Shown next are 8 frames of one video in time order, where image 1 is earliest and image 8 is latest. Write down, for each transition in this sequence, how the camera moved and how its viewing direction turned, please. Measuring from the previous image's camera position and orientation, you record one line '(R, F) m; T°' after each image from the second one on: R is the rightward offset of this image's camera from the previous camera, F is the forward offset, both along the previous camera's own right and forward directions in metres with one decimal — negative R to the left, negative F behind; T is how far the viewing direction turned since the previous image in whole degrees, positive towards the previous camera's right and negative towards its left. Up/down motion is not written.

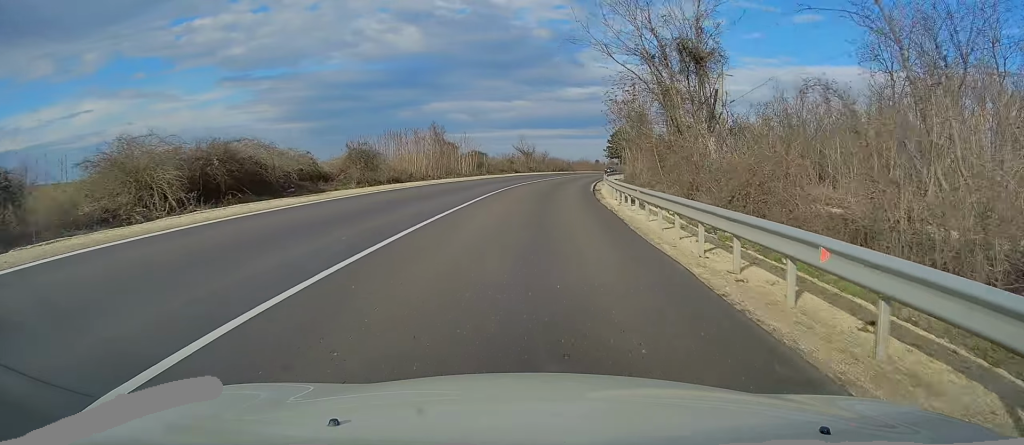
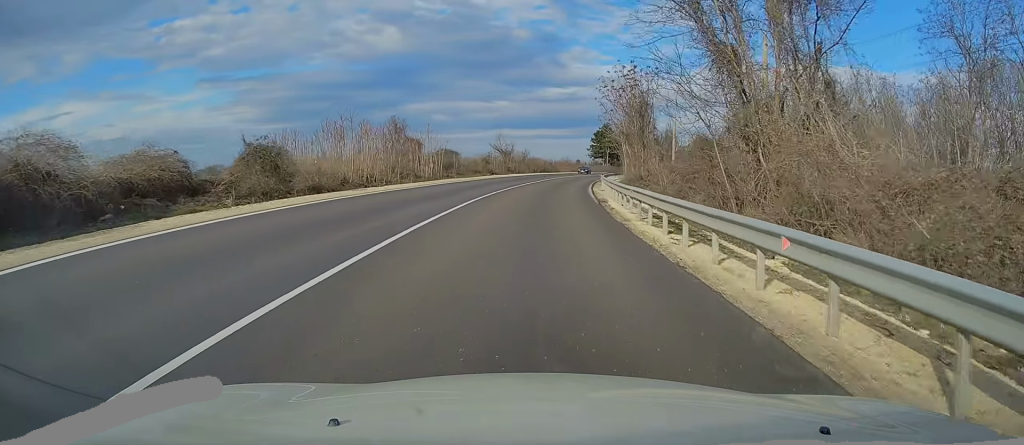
(+0.1, +11.2) m; +2°
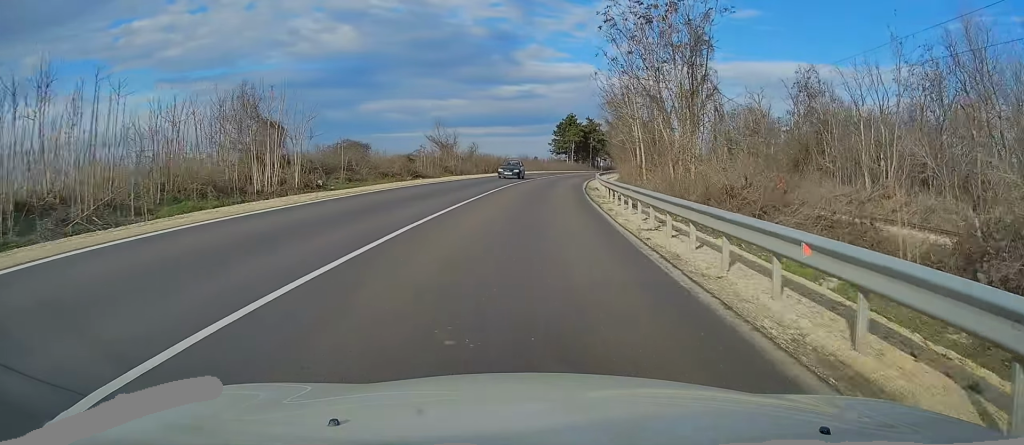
(+1.4, +24.9) m; +4°
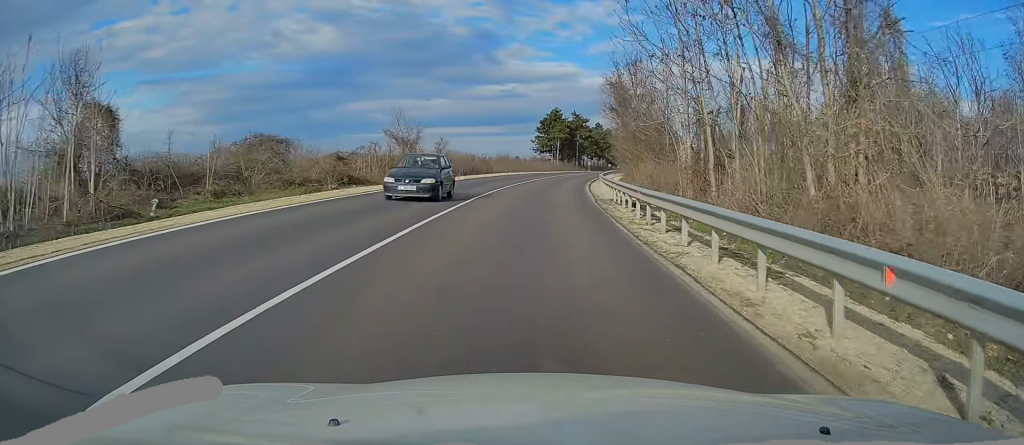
(-0.2, +13.7) m; +2°
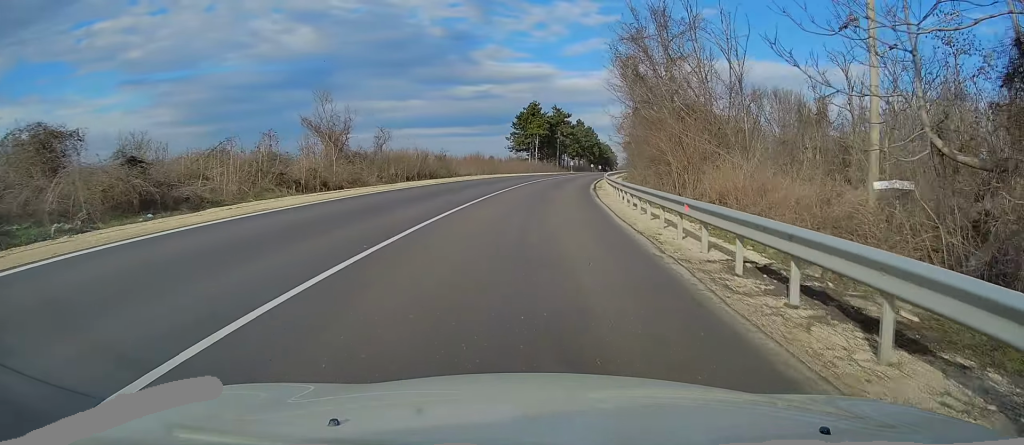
(+0.6, +16.8) m; +2°
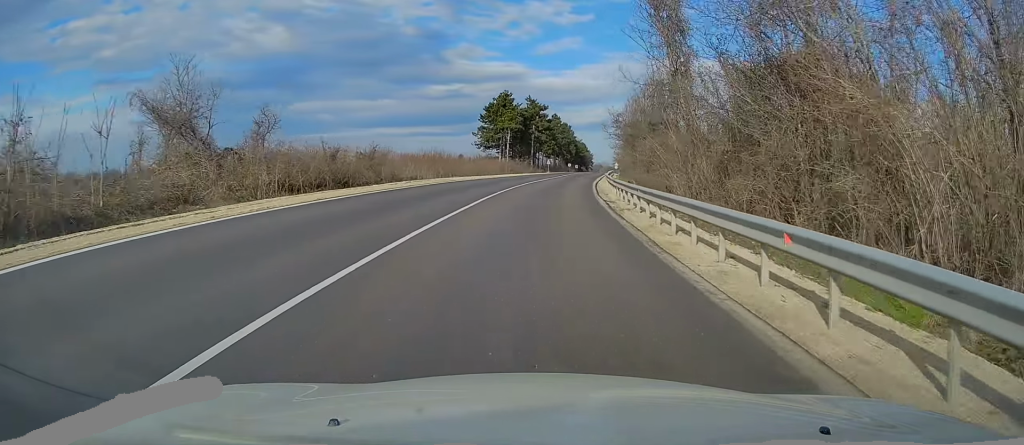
(+0.4, +16.8) m; +2°
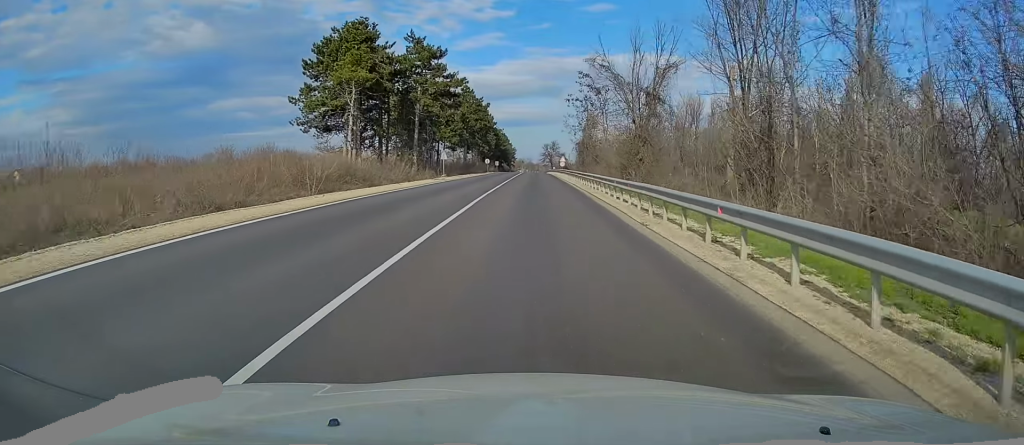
(+3.5, +56.4) m; +6°
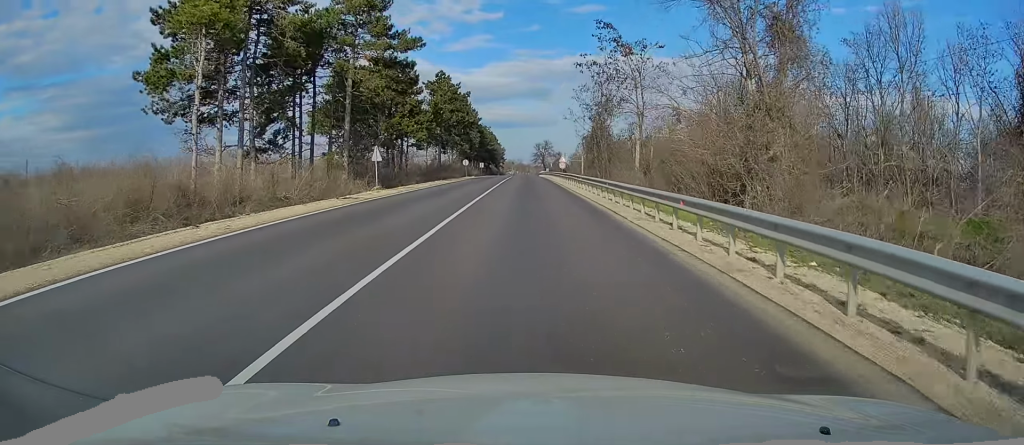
(+0.3, +21.8) m; +1°
